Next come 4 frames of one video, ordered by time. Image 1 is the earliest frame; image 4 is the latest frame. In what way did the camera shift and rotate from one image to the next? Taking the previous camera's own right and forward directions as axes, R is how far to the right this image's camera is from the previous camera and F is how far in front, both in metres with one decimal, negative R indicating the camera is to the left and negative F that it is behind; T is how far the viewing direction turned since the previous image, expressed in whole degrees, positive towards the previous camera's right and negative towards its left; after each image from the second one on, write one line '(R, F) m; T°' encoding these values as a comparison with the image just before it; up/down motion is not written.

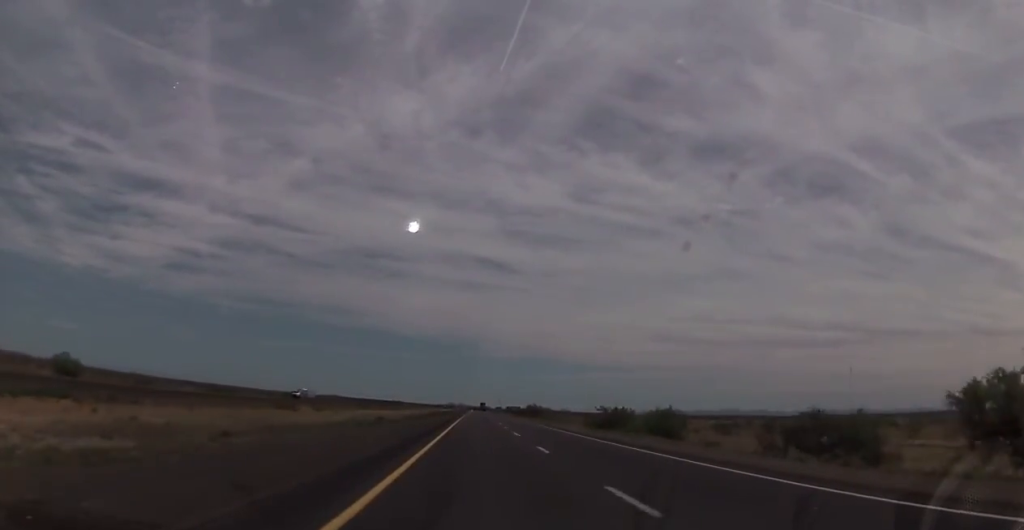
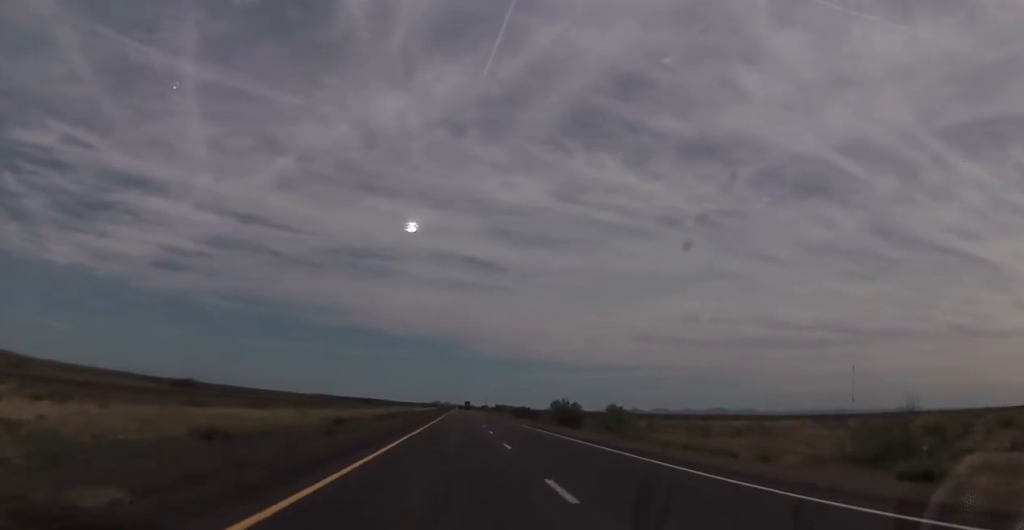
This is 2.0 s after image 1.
(+0.2, +66.8) m; +1°
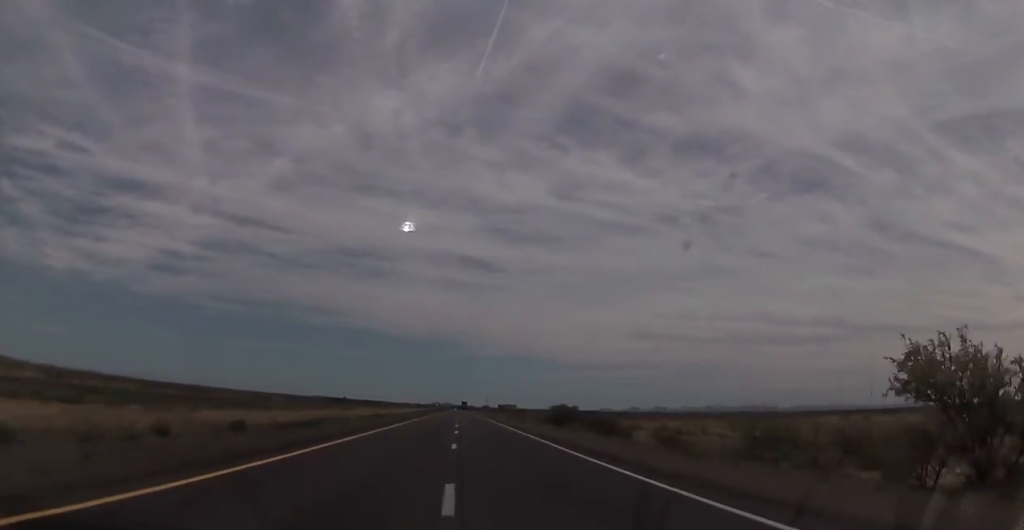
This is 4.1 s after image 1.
(+0.9, +76.6) m; 0°
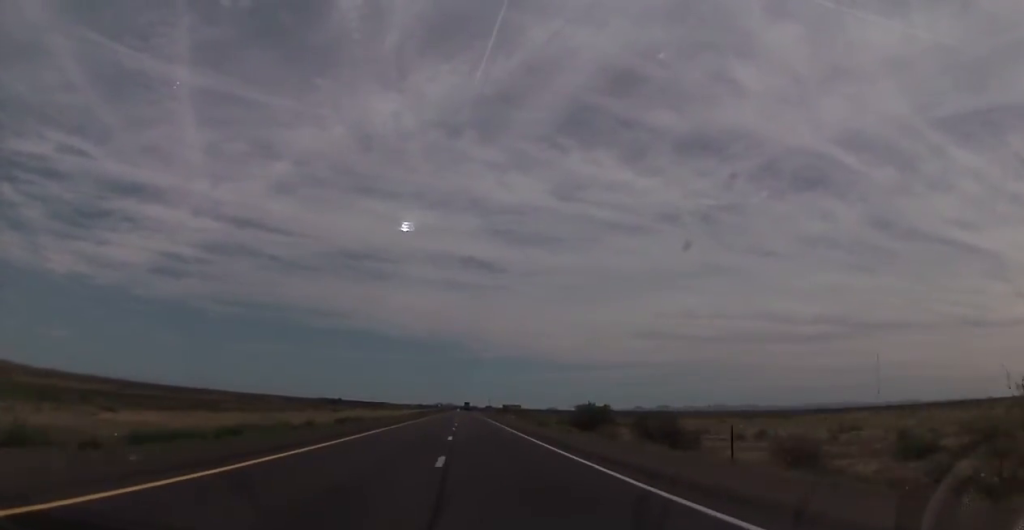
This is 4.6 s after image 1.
(0.0, +19.1) m; 0°
